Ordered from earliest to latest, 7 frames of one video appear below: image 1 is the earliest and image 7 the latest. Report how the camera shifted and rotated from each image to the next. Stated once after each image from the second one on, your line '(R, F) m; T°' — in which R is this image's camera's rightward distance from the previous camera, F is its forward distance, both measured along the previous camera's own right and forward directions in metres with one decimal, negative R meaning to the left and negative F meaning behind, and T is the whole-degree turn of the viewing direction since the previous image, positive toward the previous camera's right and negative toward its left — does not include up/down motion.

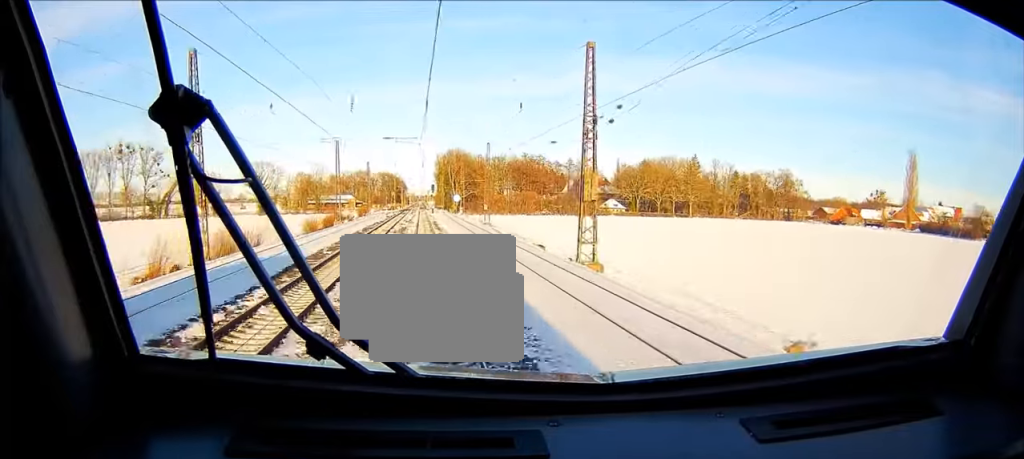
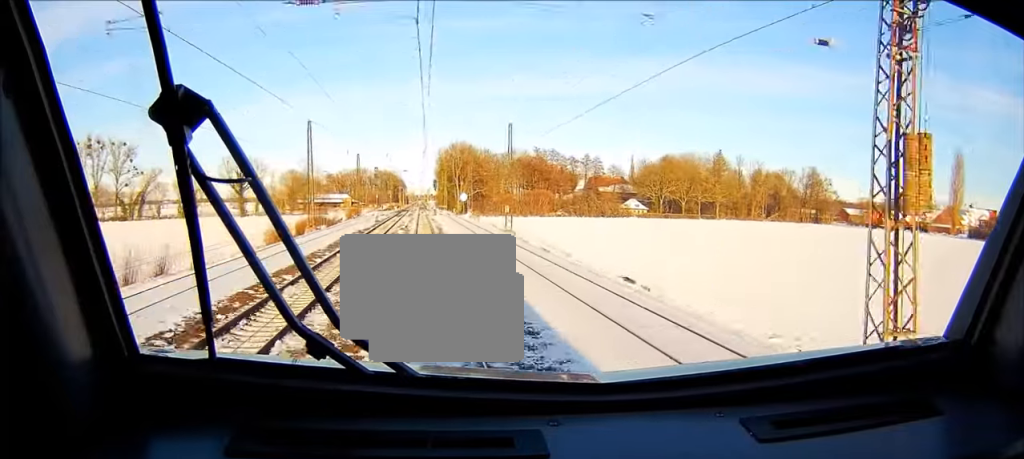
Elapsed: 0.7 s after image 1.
(0.0, +25.8) m; 0°
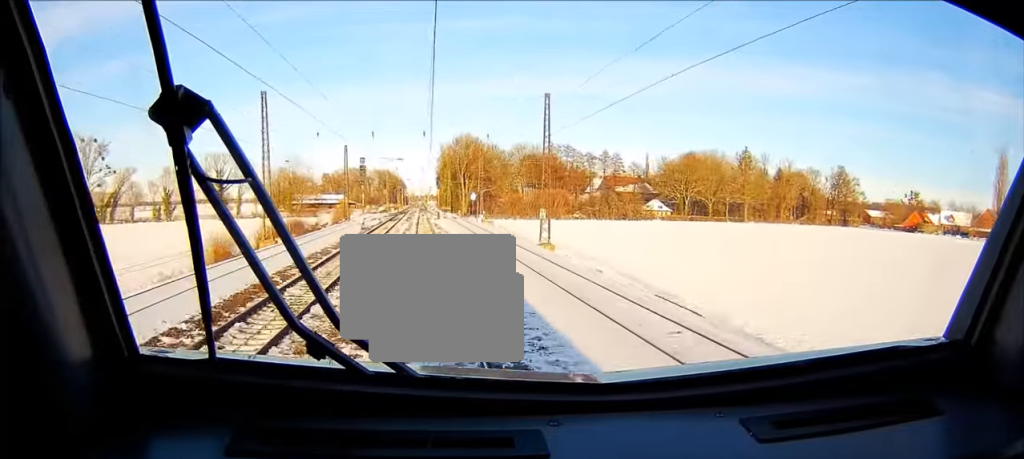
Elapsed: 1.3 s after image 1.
(0.0, +23.2) m; 0°
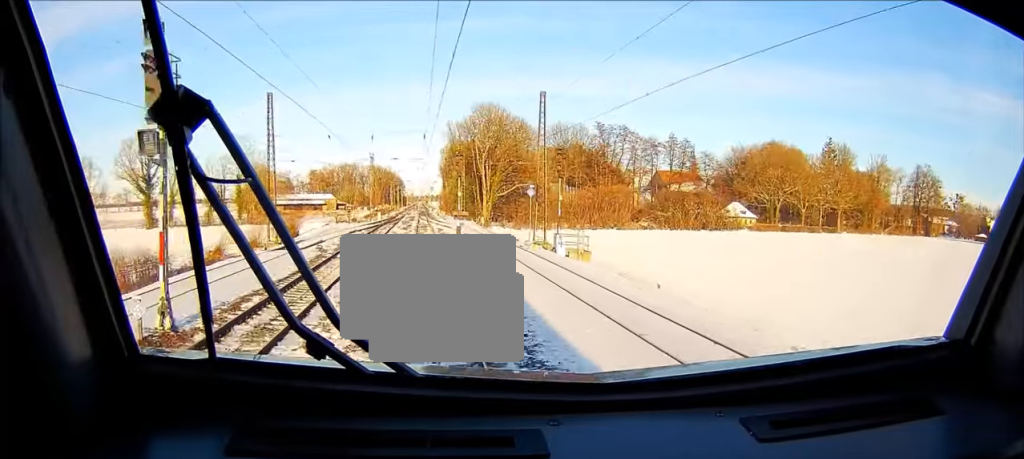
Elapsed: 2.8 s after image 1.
(-0.1, +58.1) m; 0°
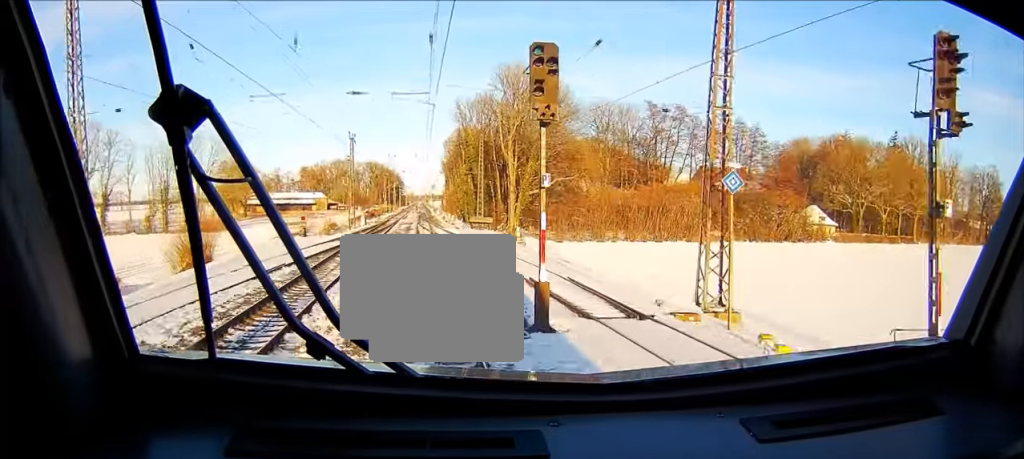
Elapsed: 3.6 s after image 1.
(0.0, +33.5) m; 0°
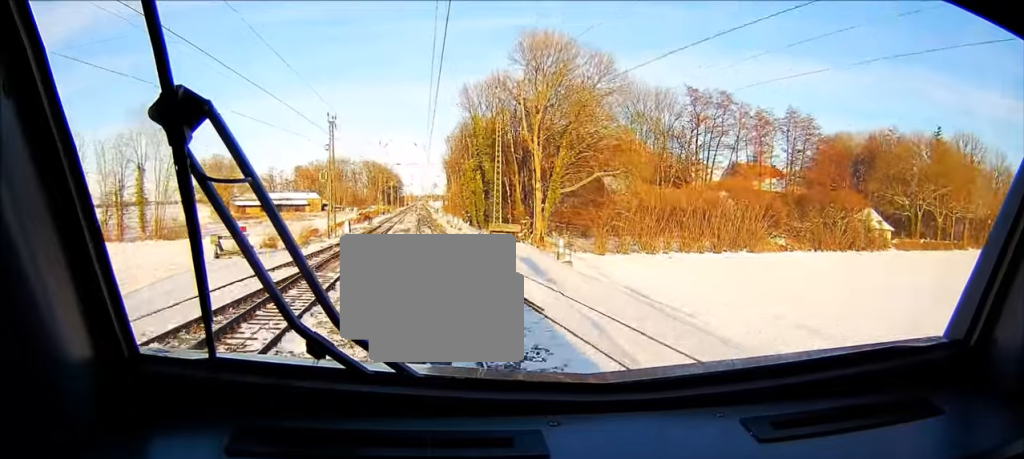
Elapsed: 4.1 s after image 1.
(0.0, +18.1) m; 0°
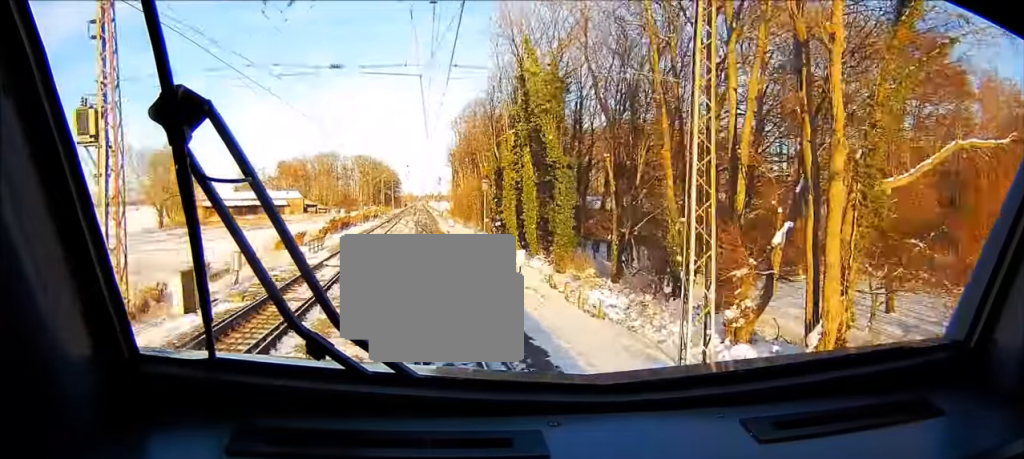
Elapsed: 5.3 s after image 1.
(-0.1, +47.8) m; 0°
